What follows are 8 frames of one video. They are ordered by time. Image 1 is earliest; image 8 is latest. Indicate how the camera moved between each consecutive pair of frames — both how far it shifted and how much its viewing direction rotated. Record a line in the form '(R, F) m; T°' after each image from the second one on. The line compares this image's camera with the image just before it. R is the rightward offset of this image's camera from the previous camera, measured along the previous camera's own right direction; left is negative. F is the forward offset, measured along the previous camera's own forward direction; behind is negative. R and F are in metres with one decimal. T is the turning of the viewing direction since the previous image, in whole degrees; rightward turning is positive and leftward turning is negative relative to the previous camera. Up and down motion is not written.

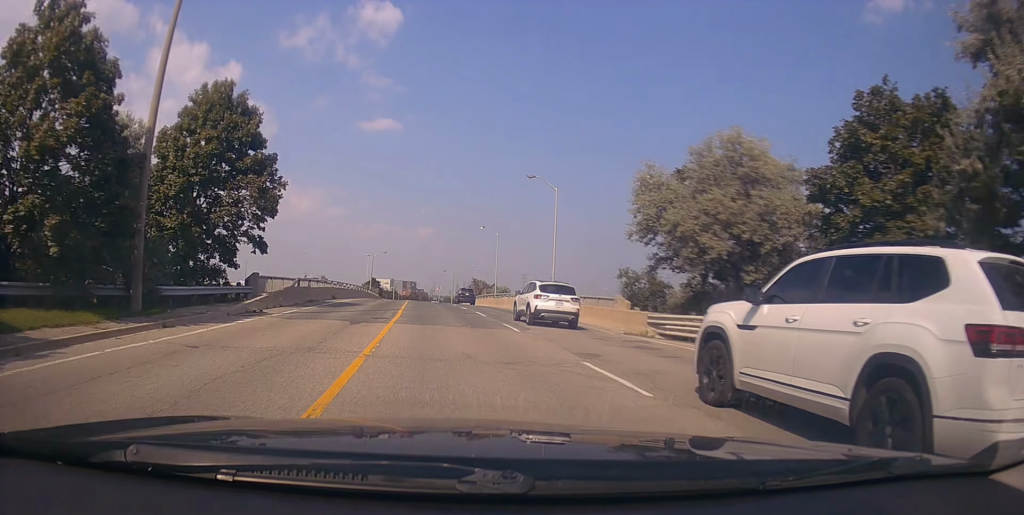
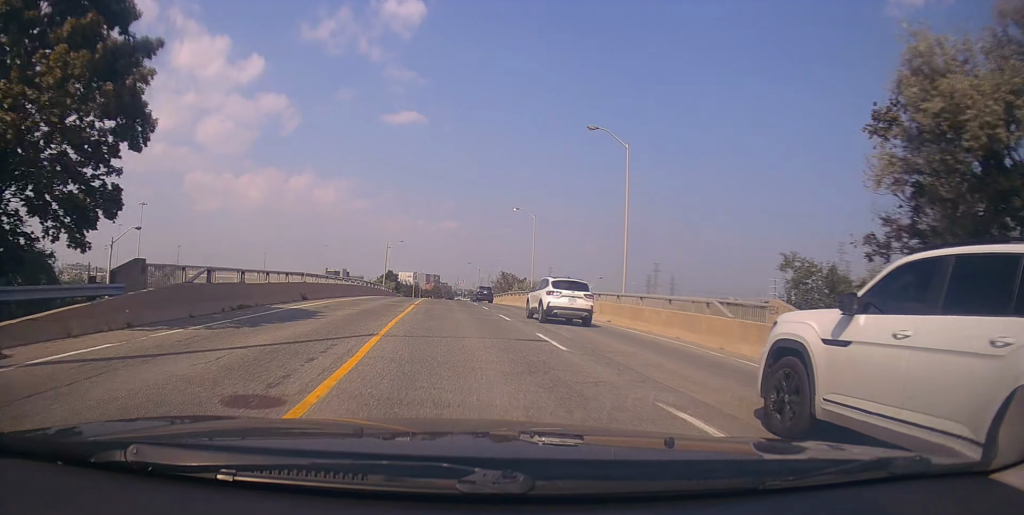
(-1.3, +13.5) m; -4°
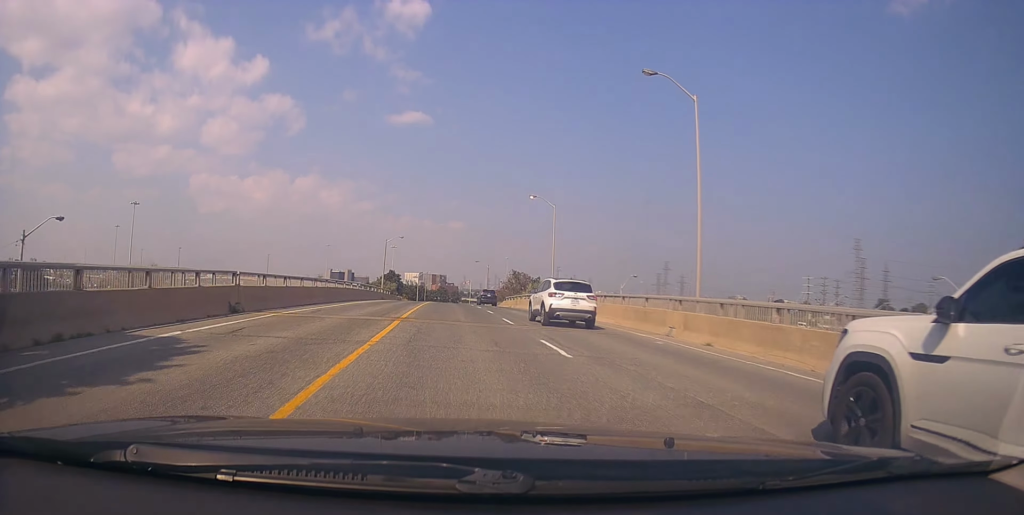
(+0.2, +9.5) m; +1°
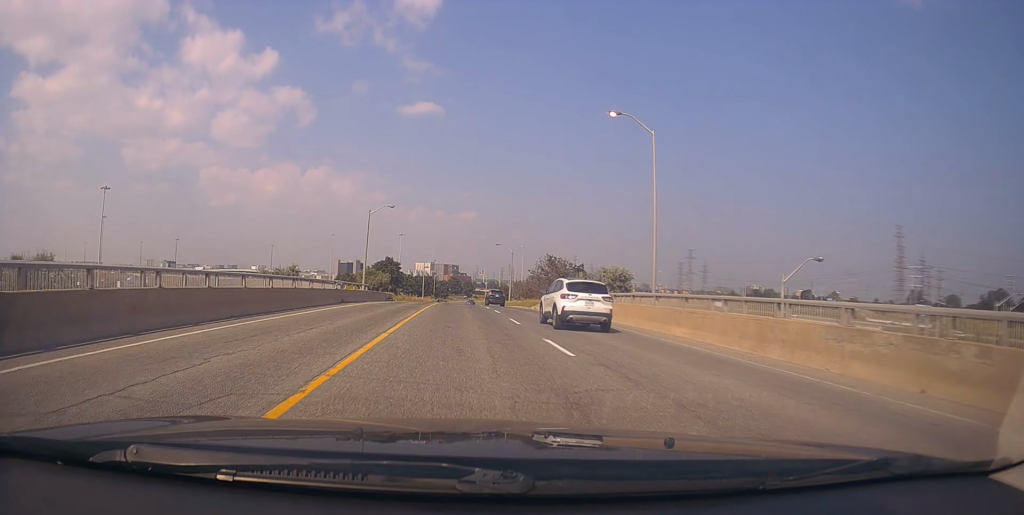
(-0.8, +25.9) m; -5°
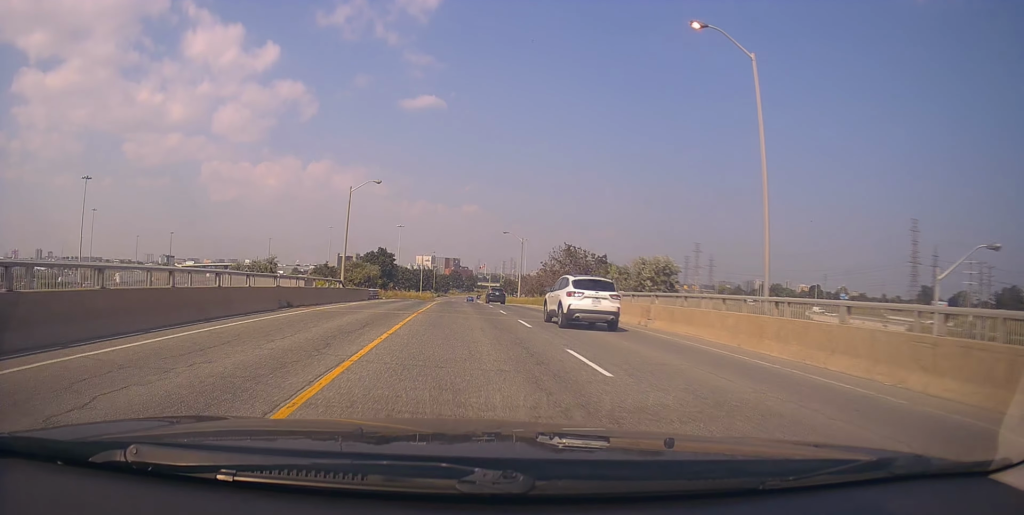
(-0.7, +11.2) m; 0°
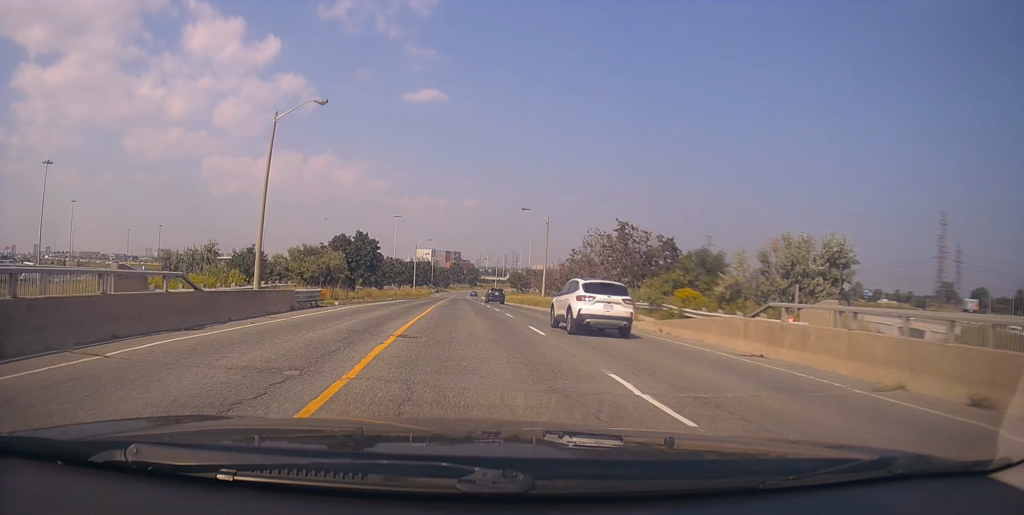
(+1.2, +20.6) m; +3°
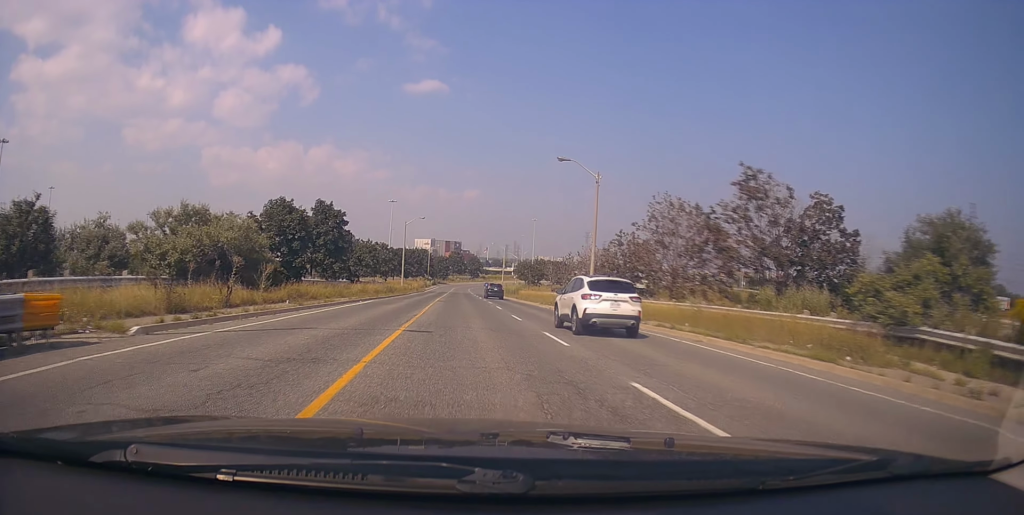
(-0.3, +20.1) m; -1°
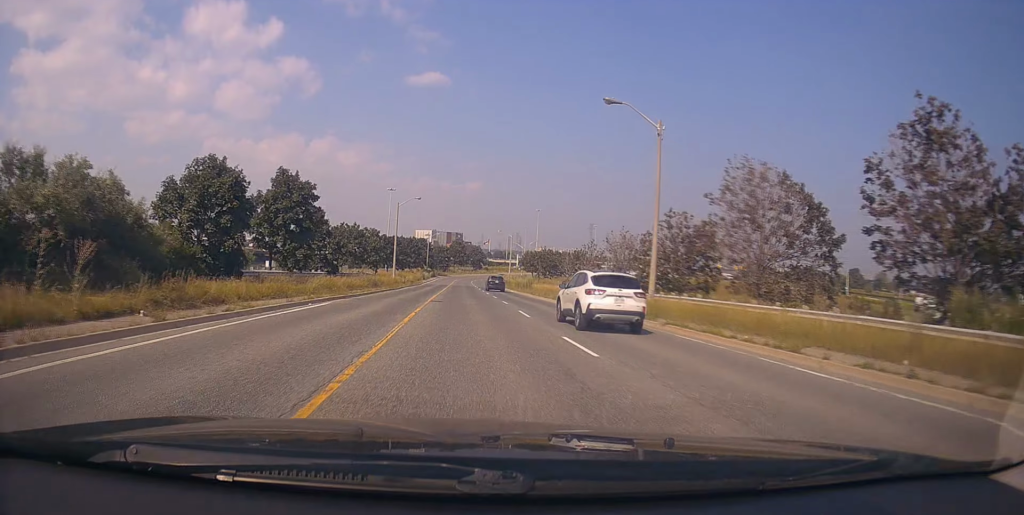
(-0.1, +11.5) m; 0°
